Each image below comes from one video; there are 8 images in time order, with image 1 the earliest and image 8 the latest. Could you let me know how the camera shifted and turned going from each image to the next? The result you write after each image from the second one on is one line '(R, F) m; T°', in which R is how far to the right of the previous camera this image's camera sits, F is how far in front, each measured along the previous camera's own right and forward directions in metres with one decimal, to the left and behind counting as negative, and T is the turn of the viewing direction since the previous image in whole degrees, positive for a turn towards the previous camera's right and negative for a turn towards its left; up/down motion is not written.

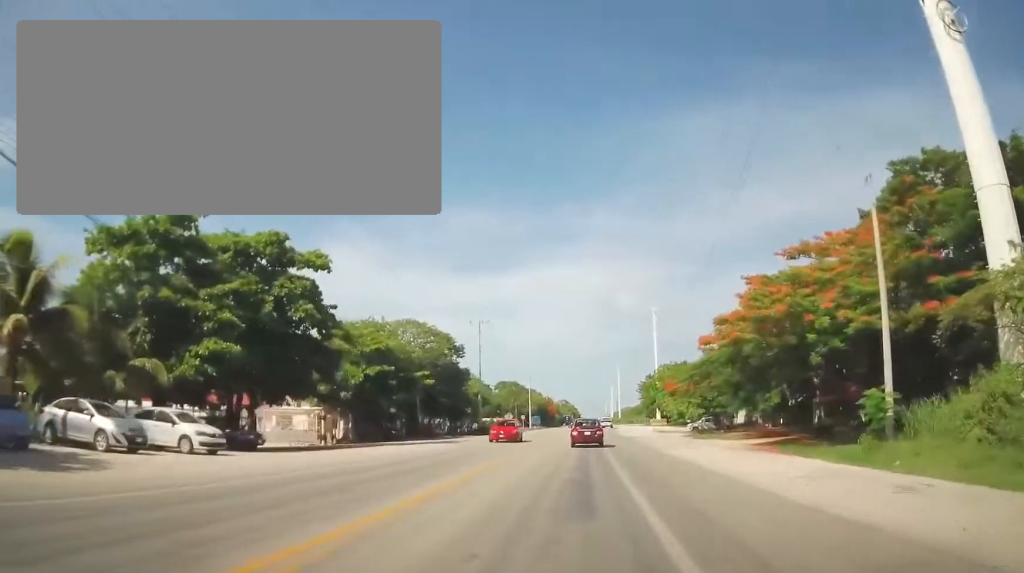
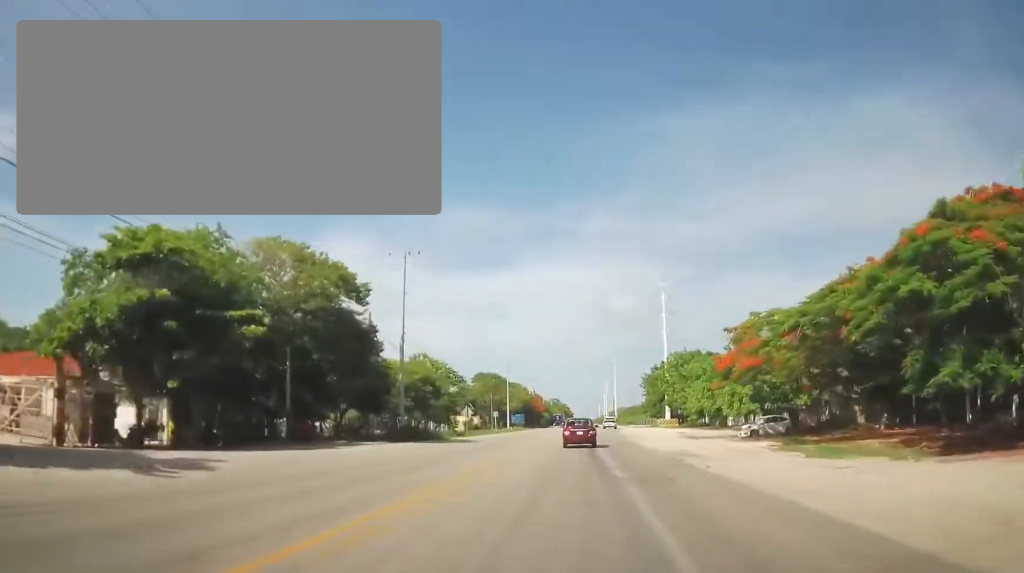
(-0.1, +26.1) m; +1°
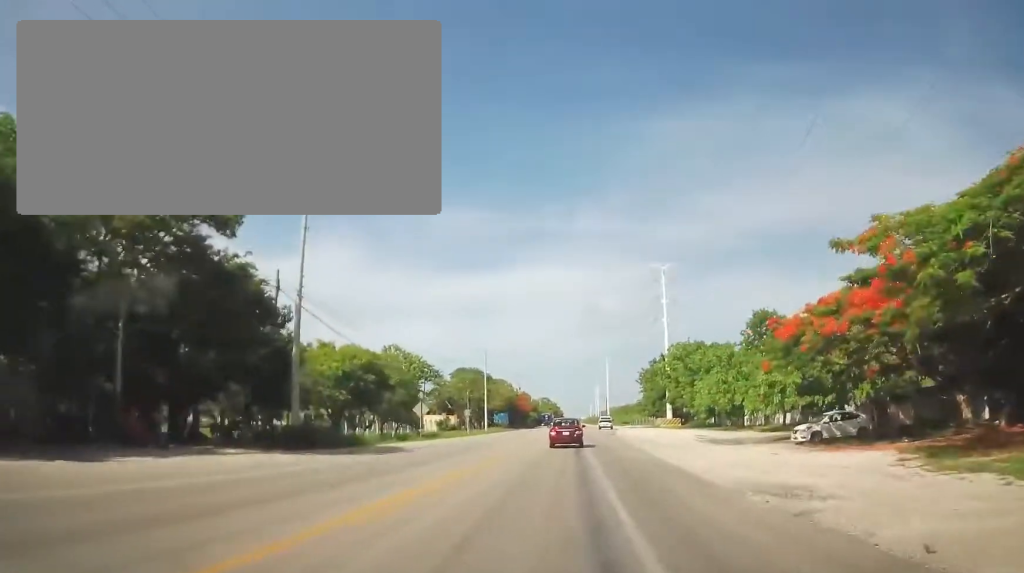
(+0.2, +13.2) m; +3°
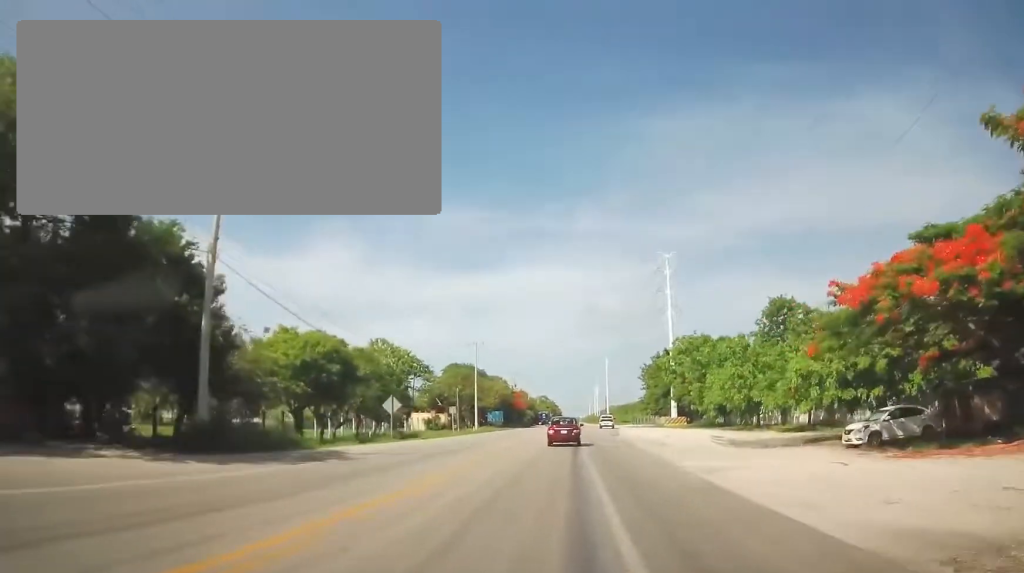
(+0.3, +6.5) m; 0°
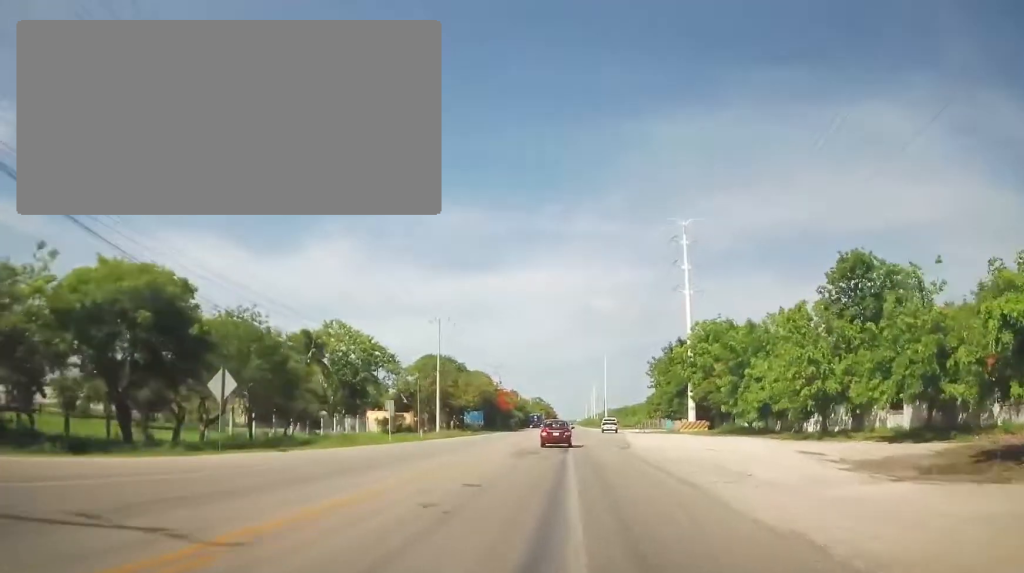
(-0.4, +18.5) m; -2°
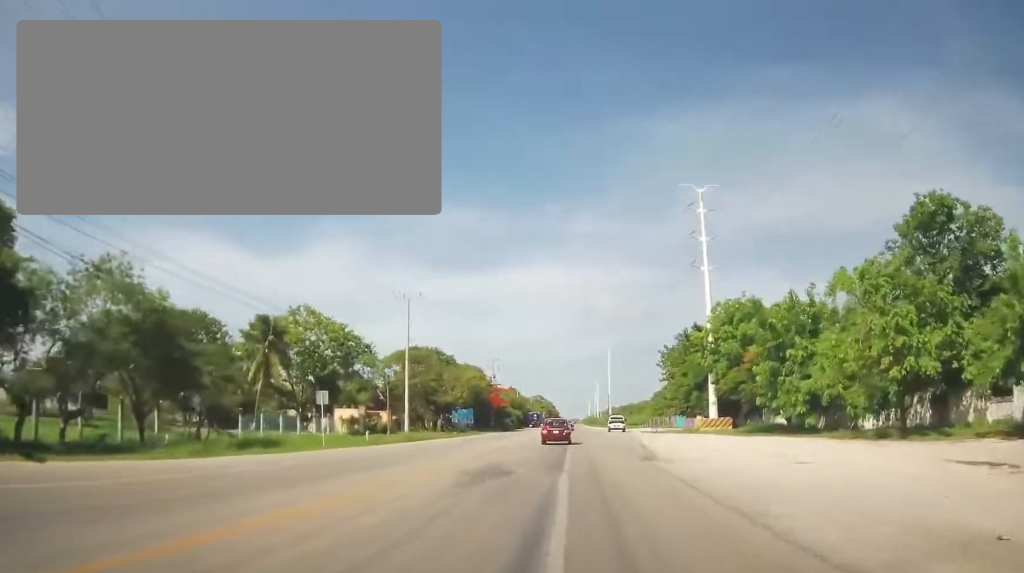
(+0.1, +11.1) m; 0°
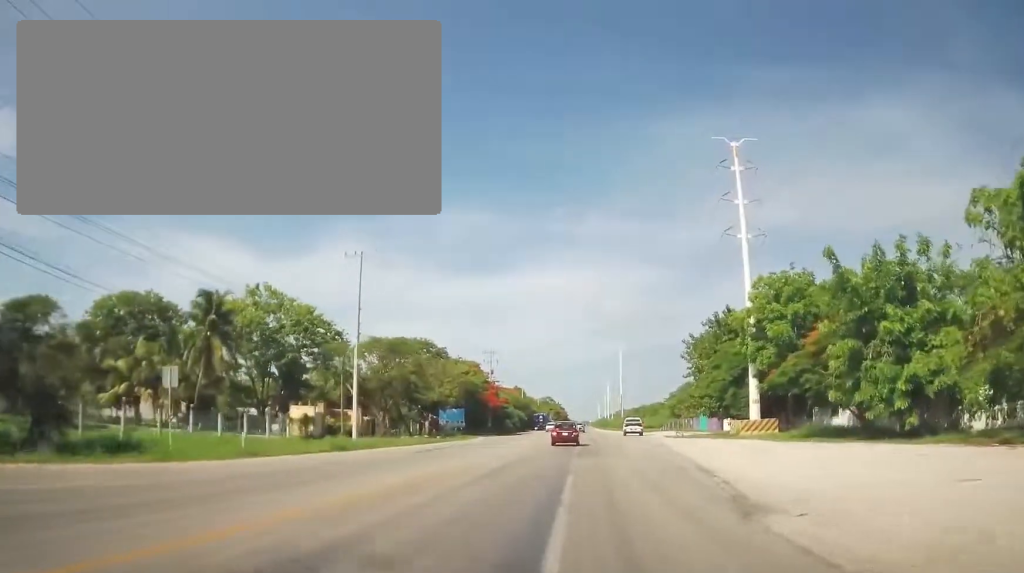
(-0.1, +12.5) m; -1°
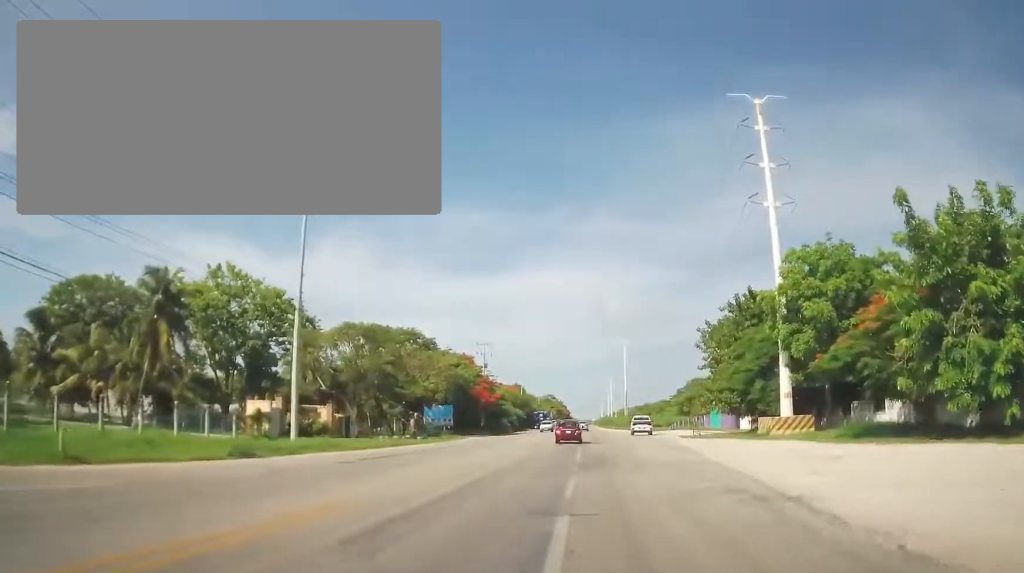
(-0.1, +7.6) m; -1°
